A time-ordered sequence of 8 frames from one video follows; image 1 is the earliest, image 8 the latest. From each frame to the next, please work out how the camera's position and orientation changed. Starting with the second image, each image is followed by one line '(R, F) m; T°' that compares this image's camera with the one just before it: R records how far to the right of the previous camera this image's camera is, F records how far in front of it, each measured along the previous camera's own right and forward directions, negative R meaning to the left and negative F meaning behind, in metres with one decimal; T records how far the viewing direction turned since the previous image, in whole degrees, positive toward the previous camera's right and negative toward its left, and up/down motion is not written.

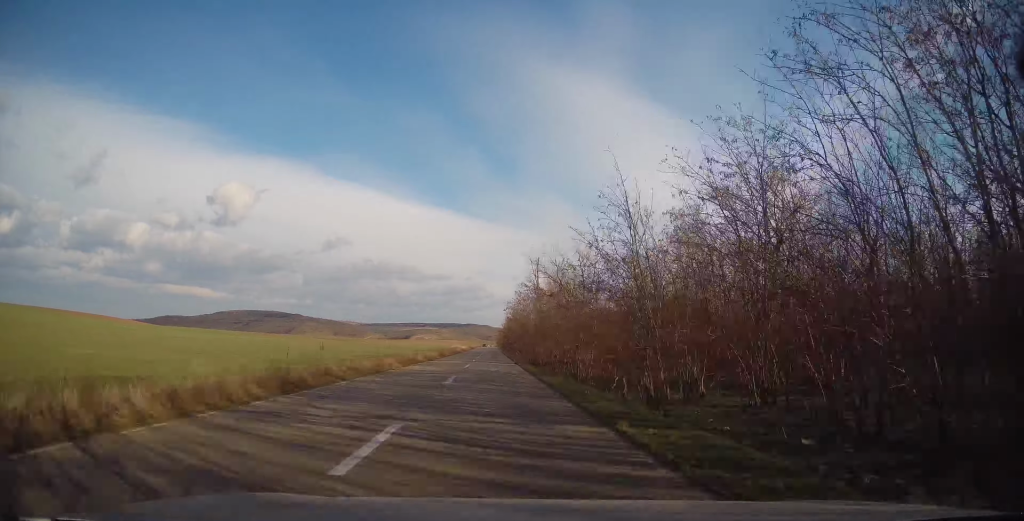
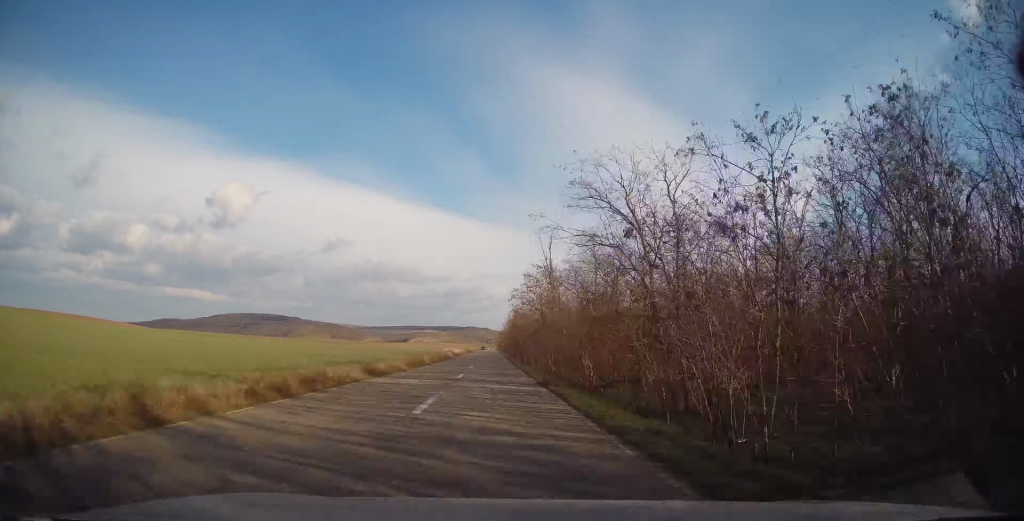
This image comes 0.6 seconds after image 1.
(+0.3, +18.4) m; +1°
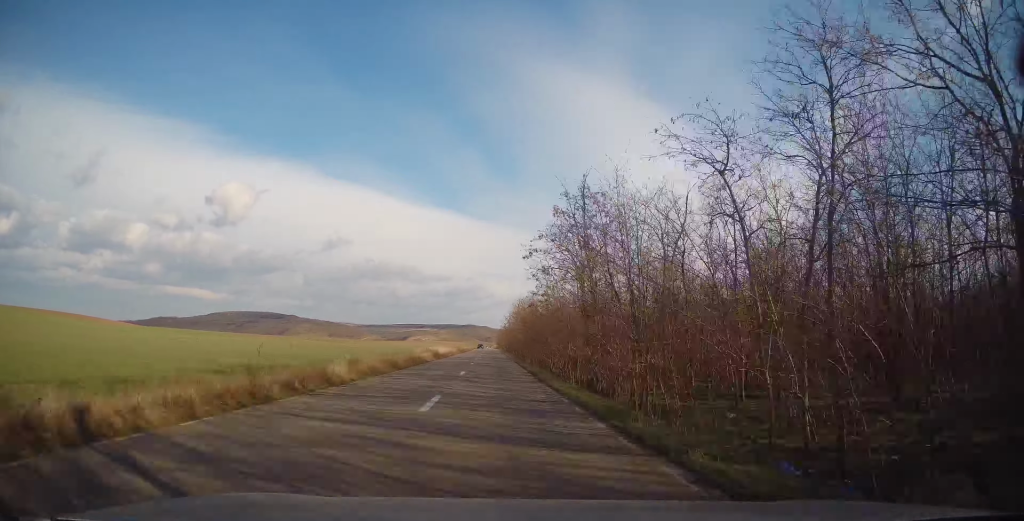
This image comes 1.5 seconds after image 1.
(+0.2, +24.1) m; 0°
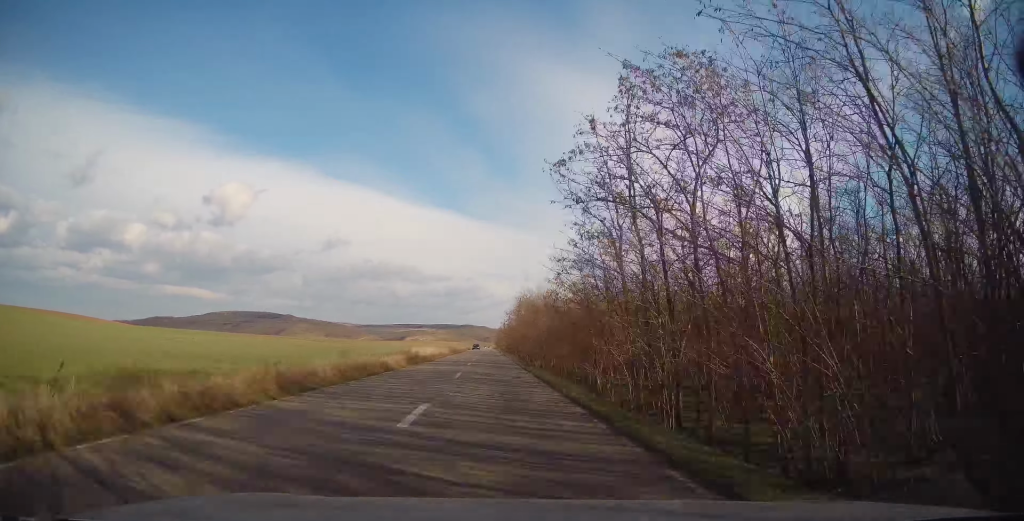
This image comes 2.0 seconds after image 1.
(0.0, +14.0) m; 0°
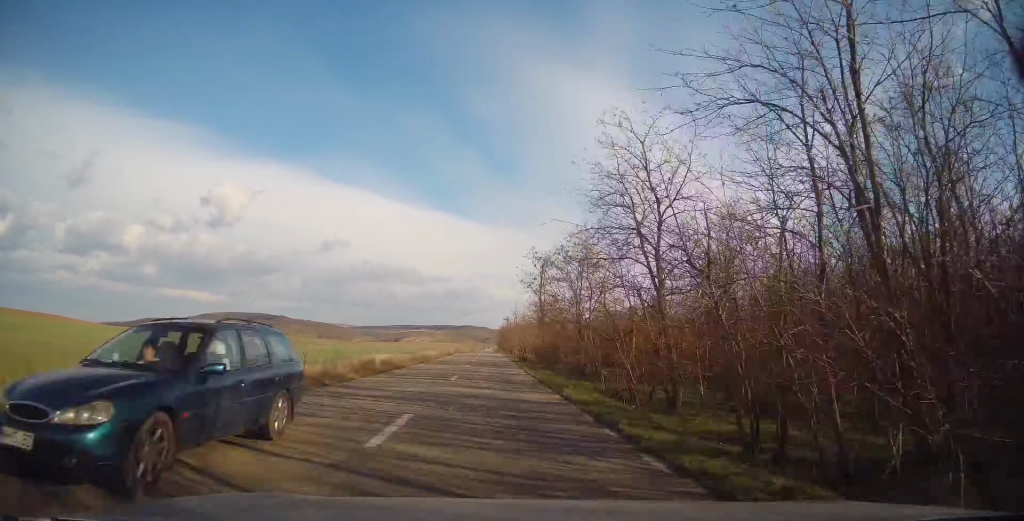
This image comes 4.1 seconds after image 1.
(0.0, +60.7) m; 0°
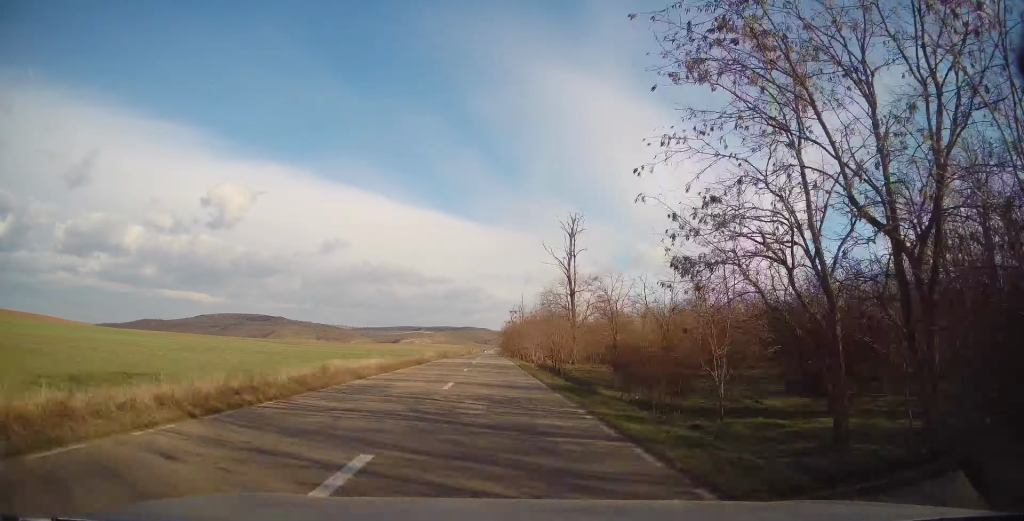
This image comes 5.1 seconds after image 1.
(0.0, +27.3) m; -1°
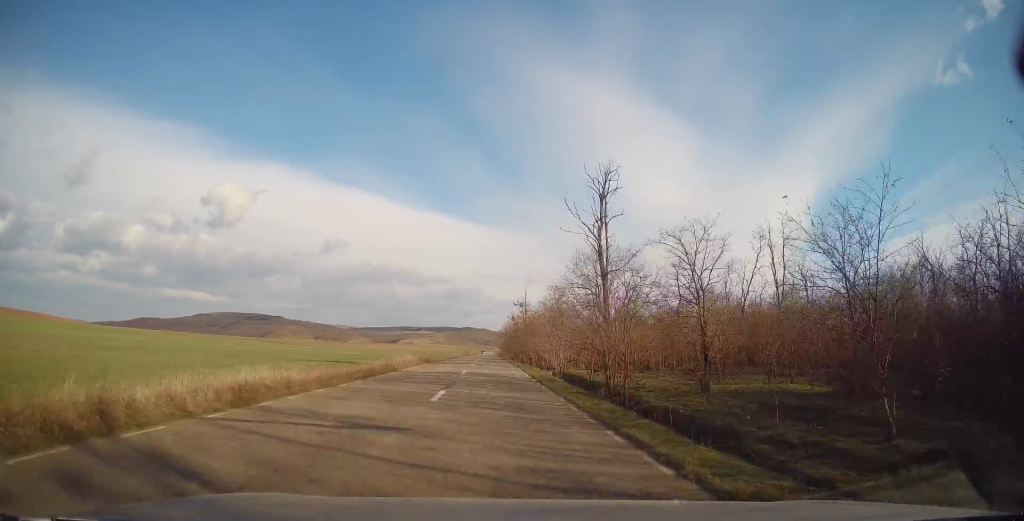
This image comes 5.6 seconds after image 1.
(-0.3, +14.3) m; 0°
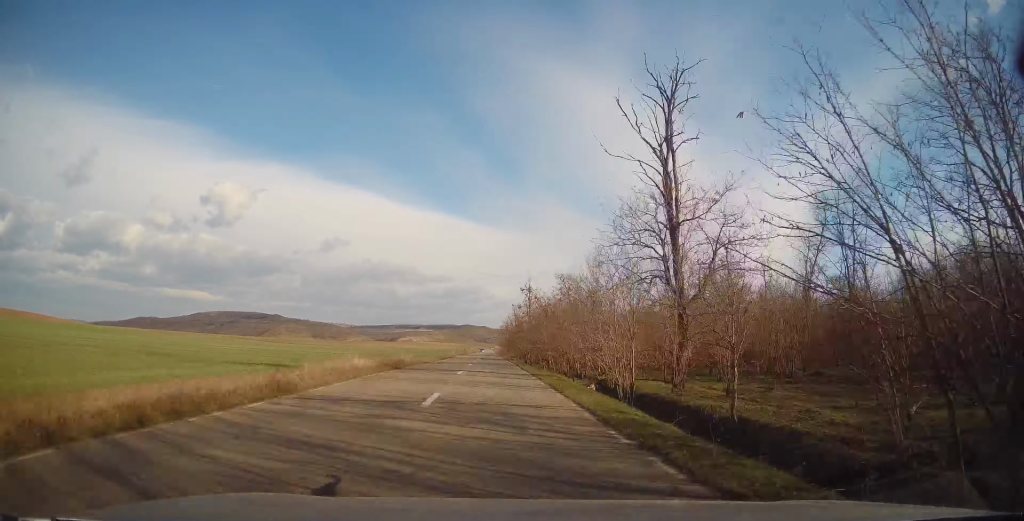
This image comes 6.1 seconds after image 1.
(-0.3, +14.2) m; 0°
